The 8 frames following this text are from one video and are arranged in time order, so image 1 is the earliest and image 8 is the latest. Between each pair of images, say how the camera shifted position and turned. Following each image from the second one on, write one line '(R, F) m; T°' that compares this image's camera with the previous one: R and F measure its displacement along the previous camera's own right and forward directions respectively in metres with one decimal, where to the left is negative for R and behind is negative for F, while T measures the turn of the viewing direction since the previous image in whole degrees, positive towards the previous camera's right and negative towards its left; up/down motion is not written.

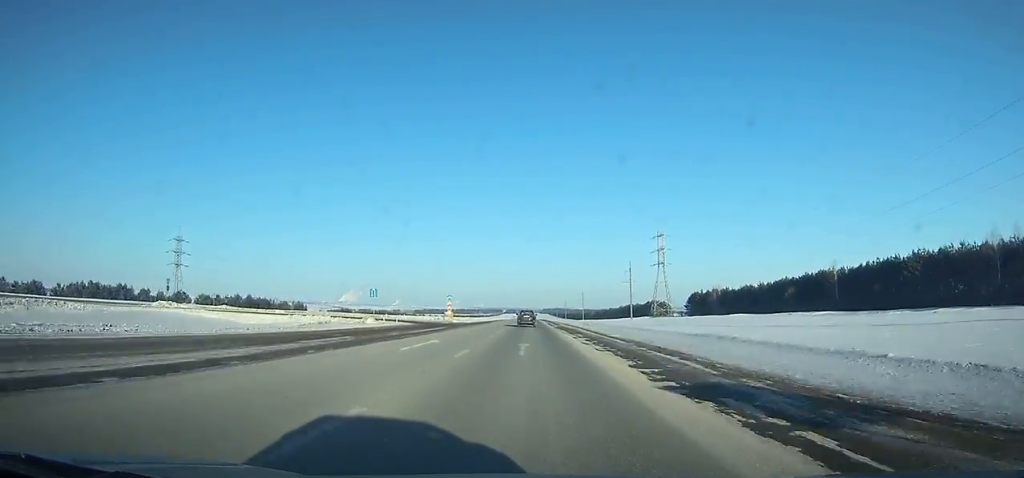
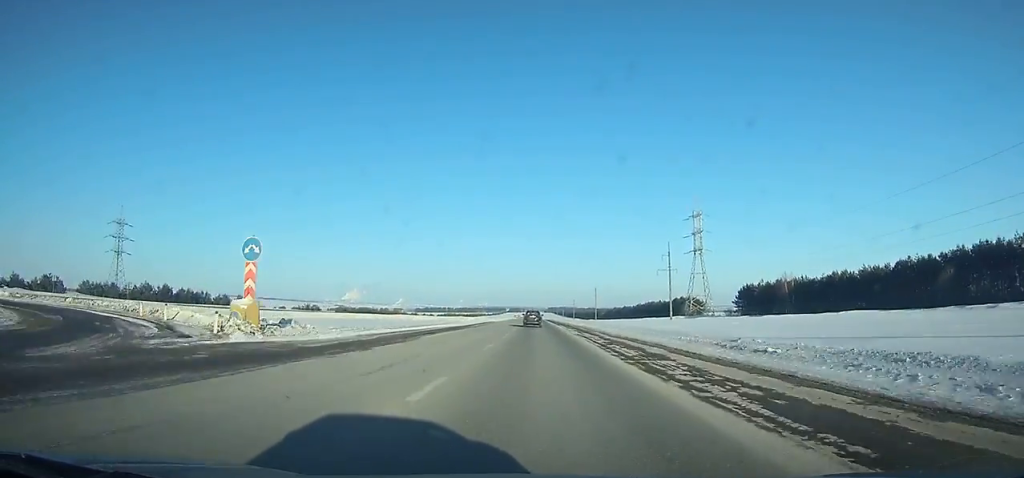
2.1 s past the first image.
(+0.1, +56.4) m; 0°
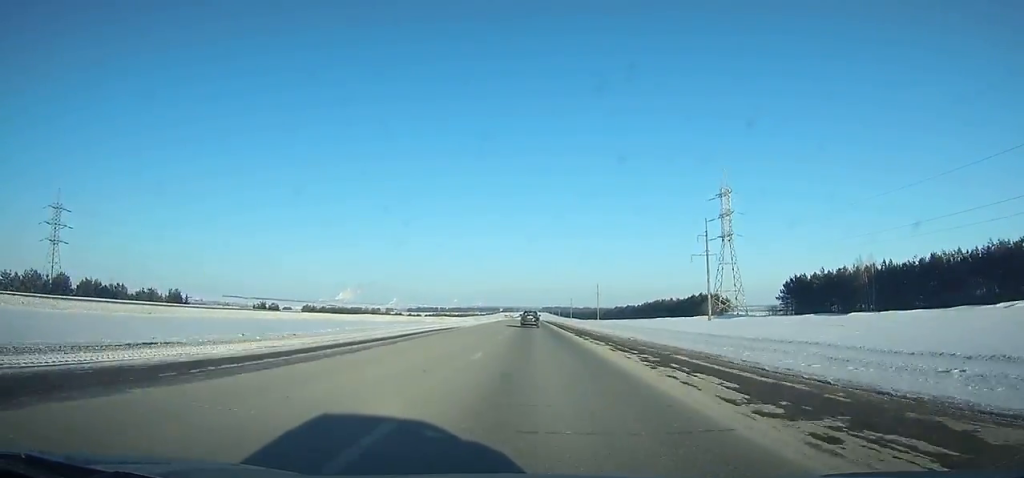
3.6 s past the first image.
(-0.1, +39.8) m; 0°
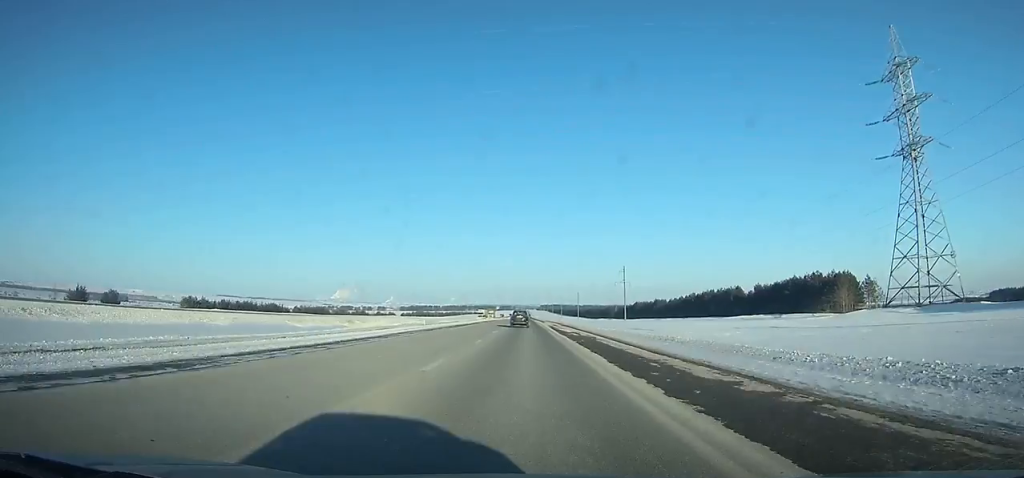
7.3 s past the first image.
(+0.4, +97.6) m; 0°
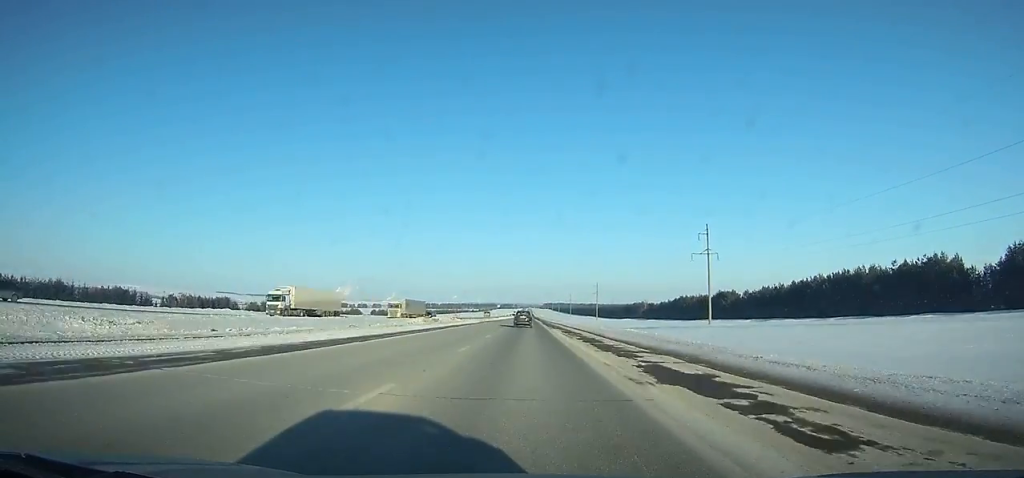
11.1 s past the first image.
(-0.5, +100.1) m; 0°
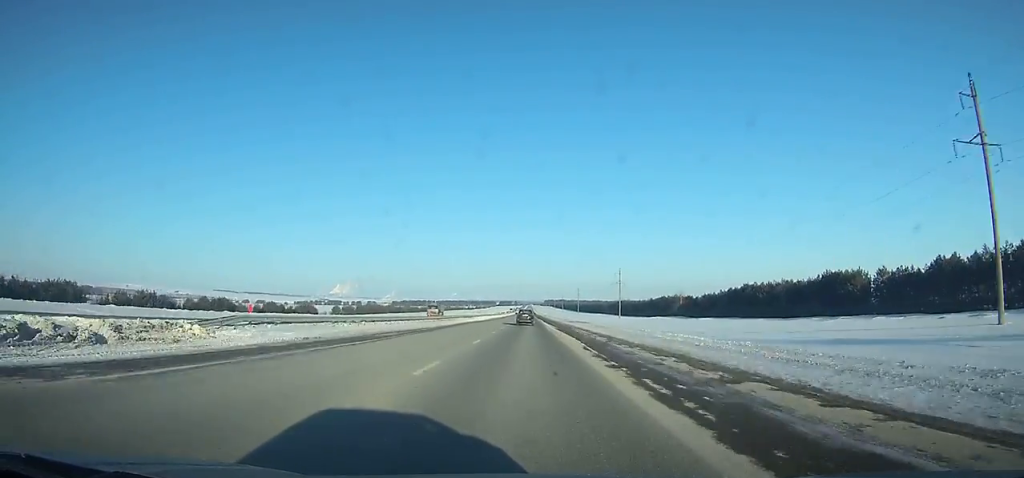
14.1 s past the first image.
(+0.2, +79.0) m; 0°
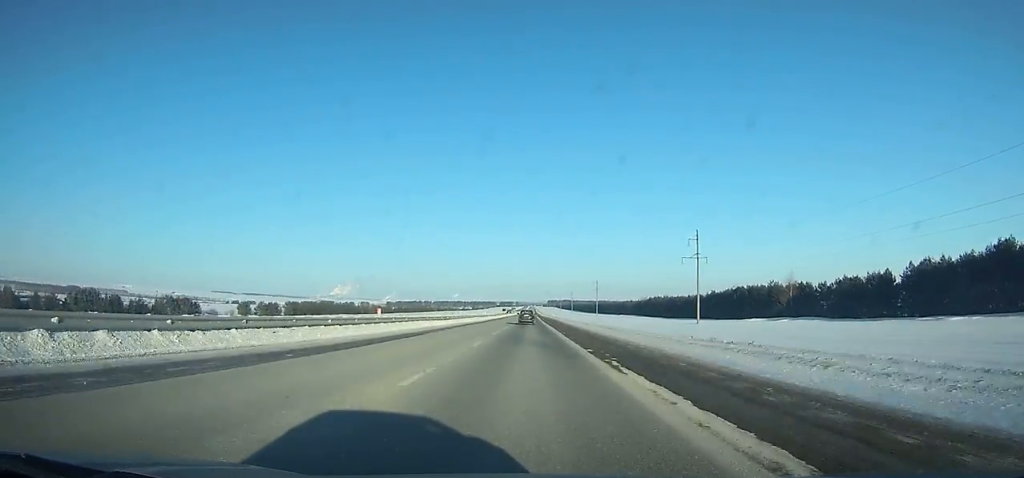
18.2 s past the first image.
(-0.2, +108.5) m; 0°
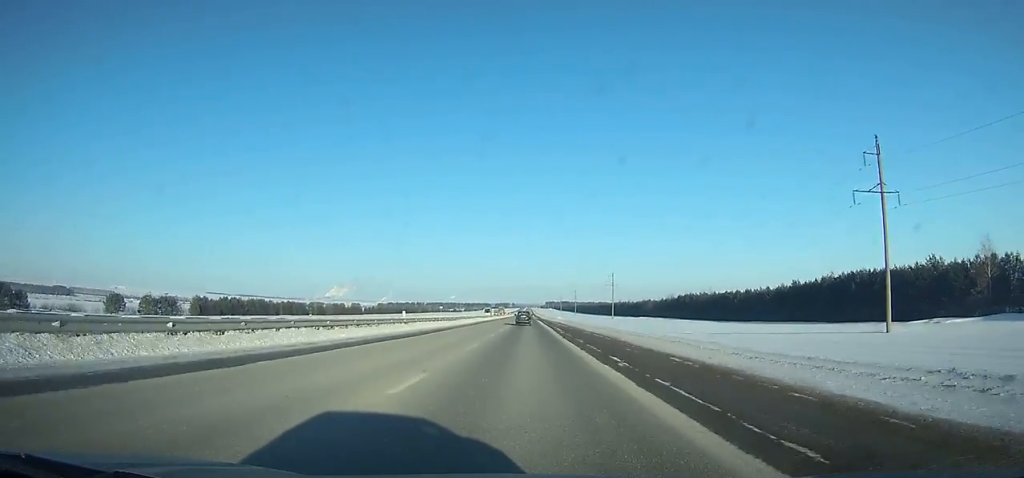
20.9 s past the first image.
(0.0, +72.2) m; 0°
